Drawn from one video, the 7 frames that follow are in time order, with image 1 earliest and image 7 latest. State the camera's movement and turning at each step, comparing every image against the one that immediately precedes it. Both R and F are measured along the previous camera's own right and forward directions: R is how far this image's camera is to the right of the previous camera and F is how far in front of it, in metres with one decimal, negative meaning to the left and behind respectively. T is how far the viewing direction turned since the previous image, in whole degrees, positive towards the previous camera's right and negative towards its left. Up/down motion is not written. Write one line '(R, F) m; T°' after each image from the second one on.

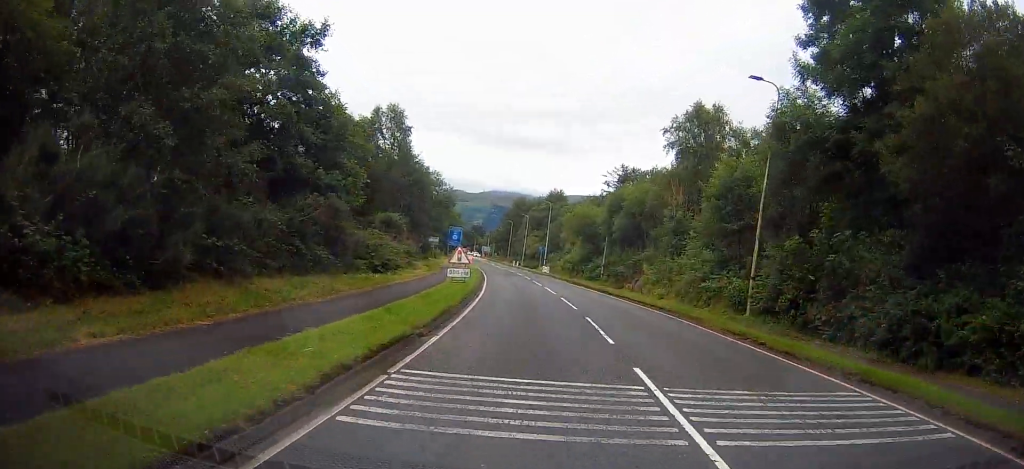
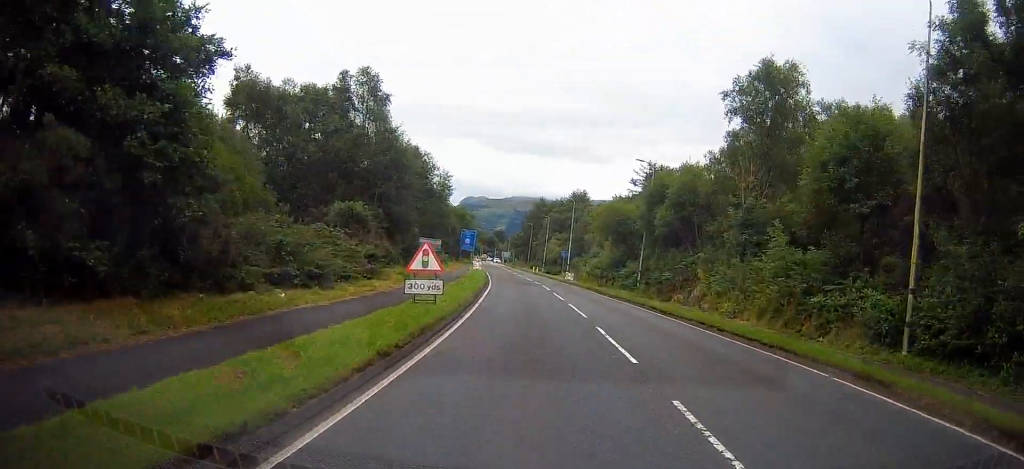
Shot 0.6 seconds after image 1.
(-0.3, +11.4) m; -4°
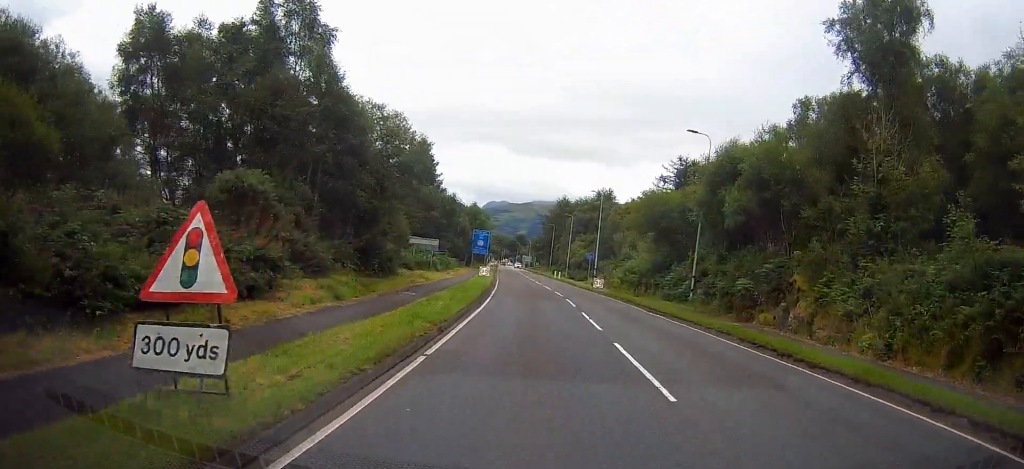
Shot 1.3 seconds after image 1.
(-0.5, +12.0) m; -2°
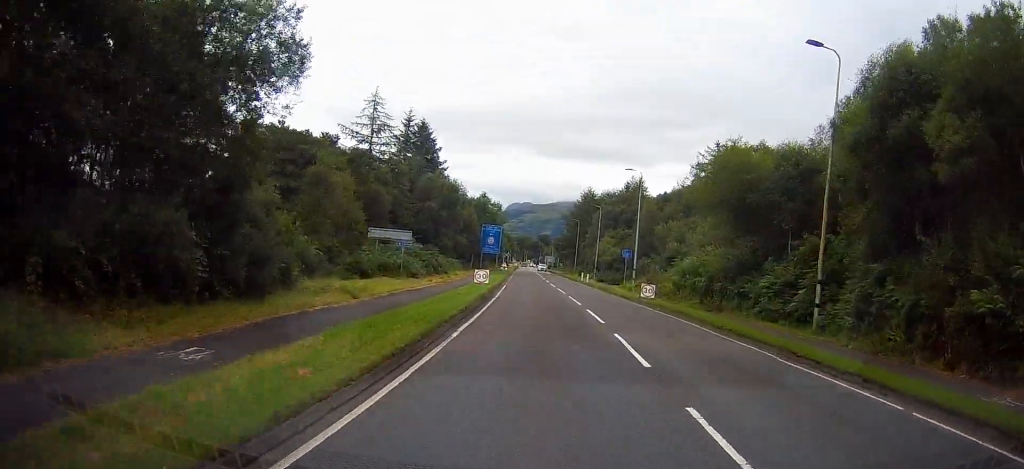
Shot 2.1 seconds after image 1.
(-0.3, +16.0) m; -2°
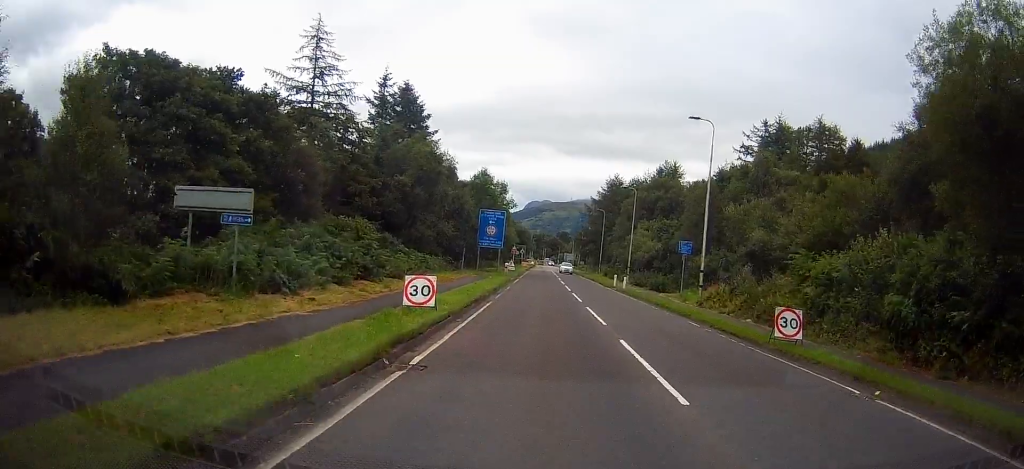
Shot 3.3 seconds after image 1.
(-0.3, +20.5) m; -3°
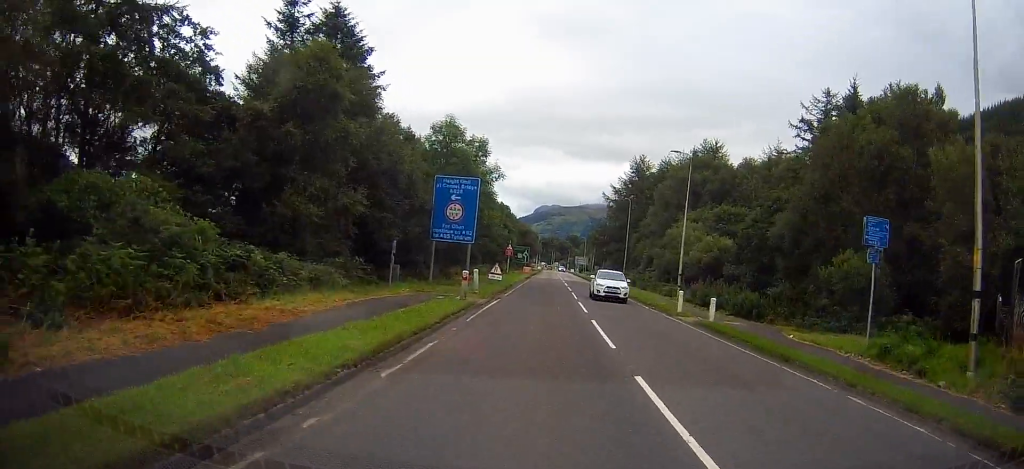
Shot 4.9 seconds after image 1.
(-0.8, +25.0) m; -1°
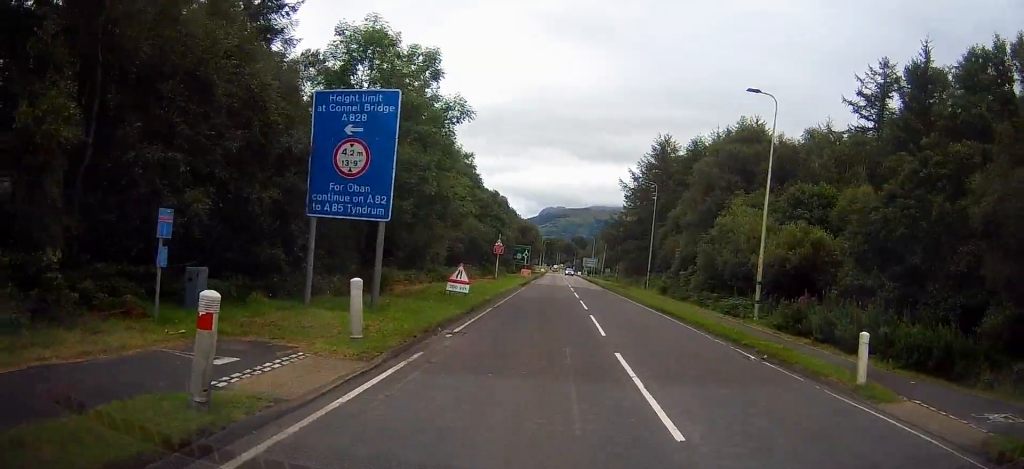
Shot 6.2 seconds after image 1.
(+0.5, +17.1) m; +1°
